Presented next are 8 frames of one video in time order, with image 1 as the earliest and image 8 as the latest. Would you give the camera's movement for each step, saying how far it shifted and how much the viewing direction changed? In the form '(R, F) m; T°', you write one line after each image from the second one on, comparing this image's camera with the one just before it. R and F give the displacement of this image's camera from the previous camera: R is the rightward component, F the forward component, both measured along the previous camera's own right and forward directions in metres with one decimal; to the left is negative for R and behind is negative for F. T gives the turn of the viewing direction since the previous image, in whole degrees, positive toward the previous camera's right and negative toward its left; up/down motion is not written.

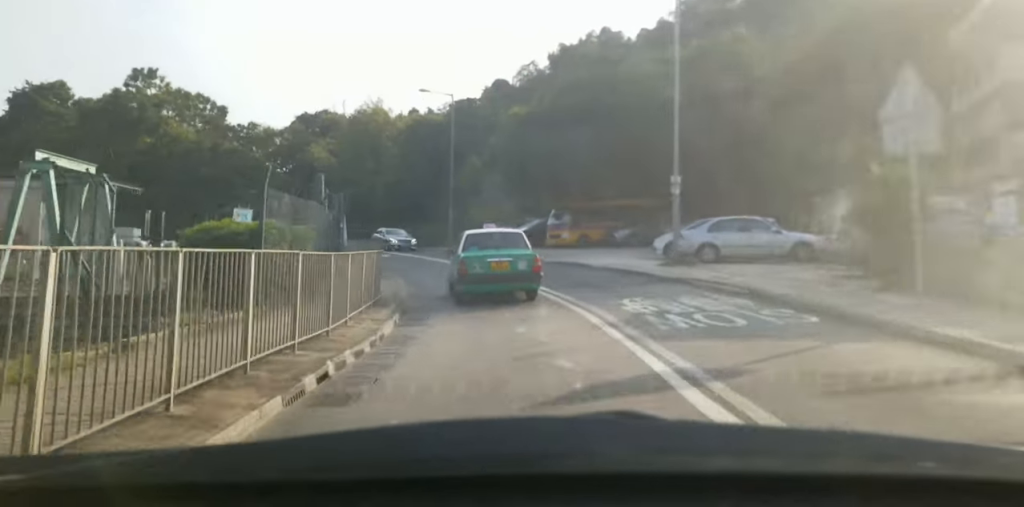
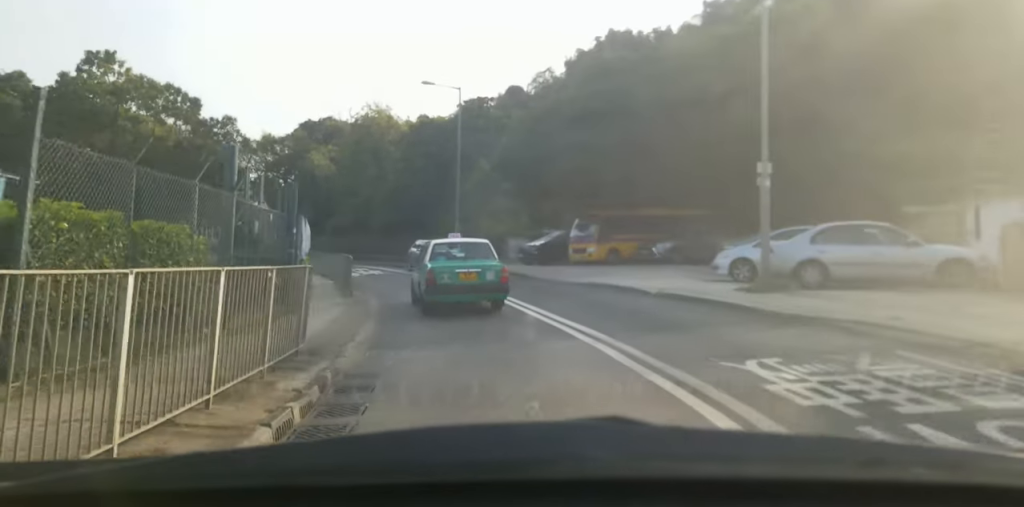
(-0.1, +7.0) m; -4°
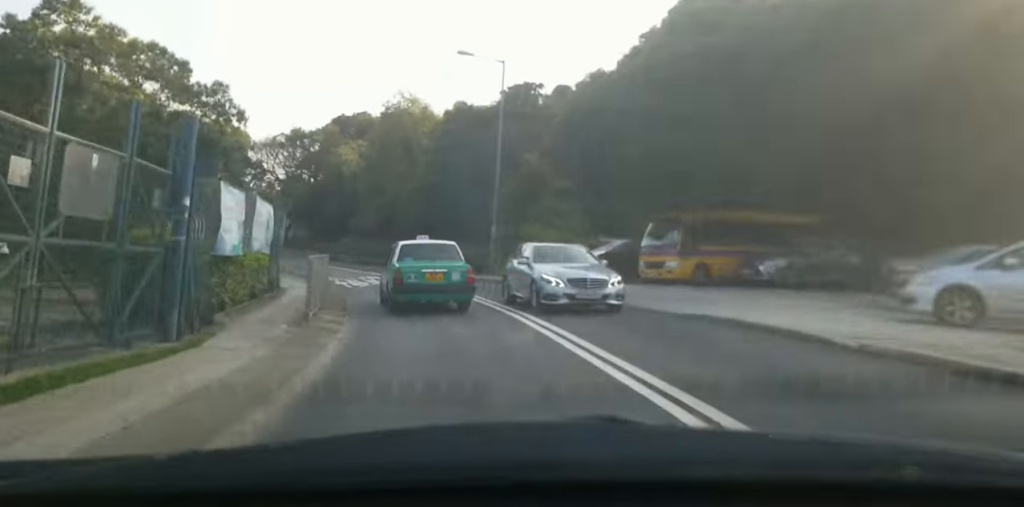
(-0.4, +8.5) m; -5°
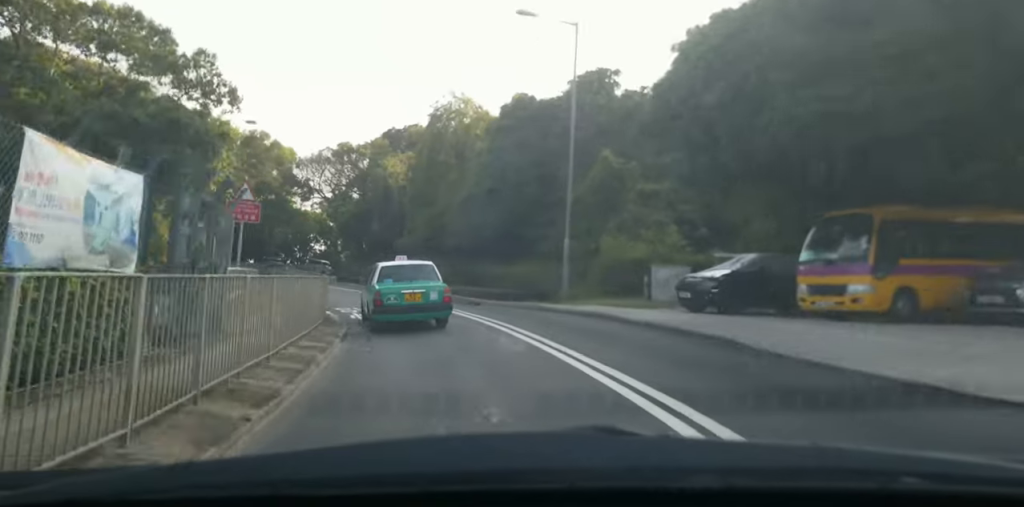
(-0.4, +8.7) m; -2°
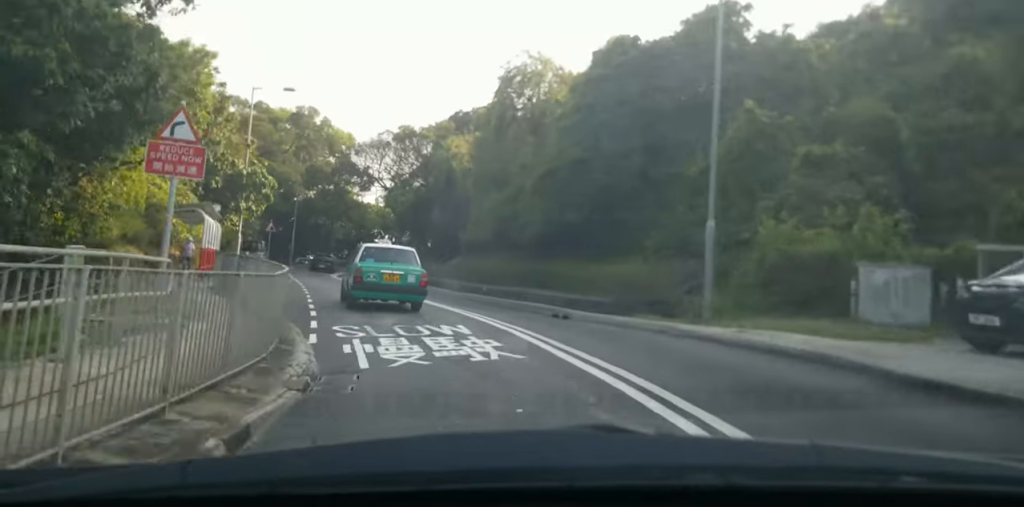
(+0.1, +9.8) m; -3°
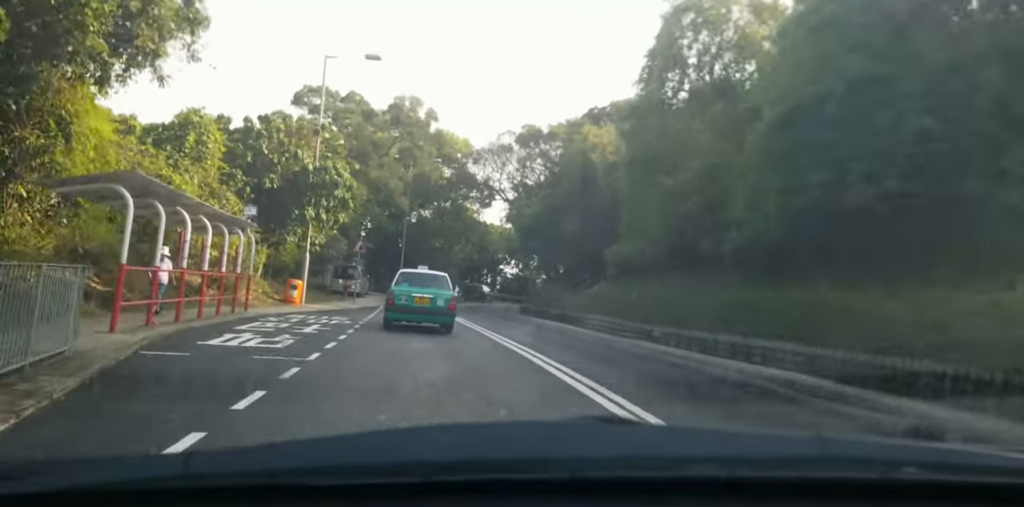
(-0.8, +13.3) m; -6°
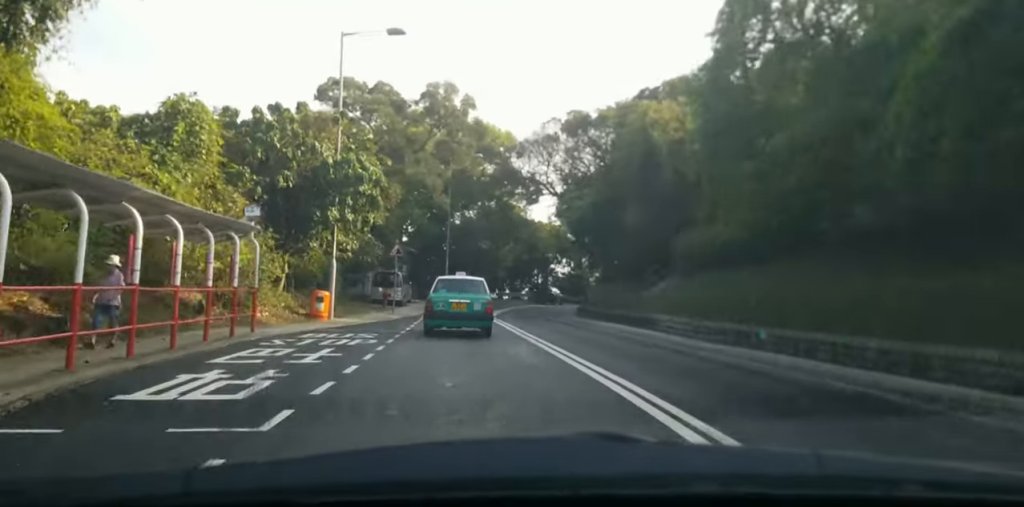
(+0.1, +4.6) m; -4°
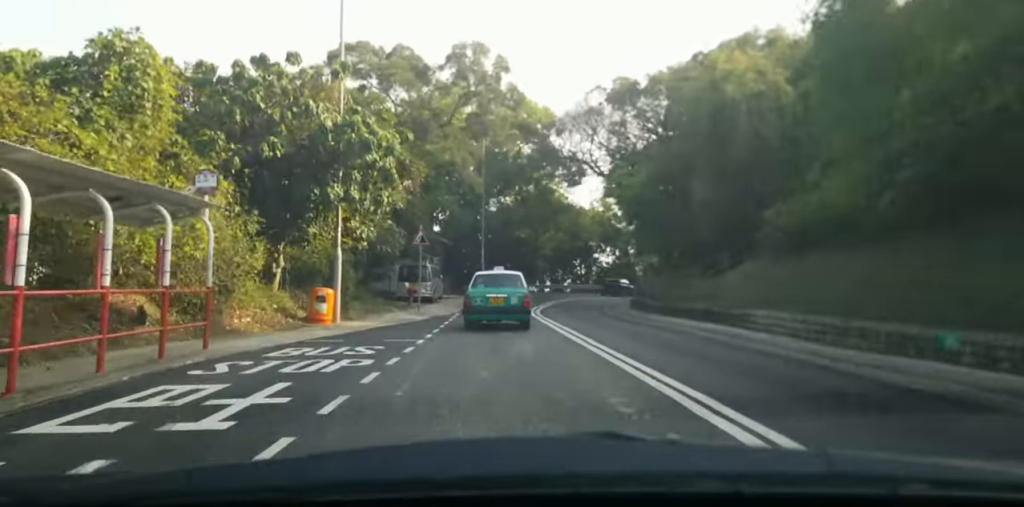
(-0.1, +5.5) m; -4°
